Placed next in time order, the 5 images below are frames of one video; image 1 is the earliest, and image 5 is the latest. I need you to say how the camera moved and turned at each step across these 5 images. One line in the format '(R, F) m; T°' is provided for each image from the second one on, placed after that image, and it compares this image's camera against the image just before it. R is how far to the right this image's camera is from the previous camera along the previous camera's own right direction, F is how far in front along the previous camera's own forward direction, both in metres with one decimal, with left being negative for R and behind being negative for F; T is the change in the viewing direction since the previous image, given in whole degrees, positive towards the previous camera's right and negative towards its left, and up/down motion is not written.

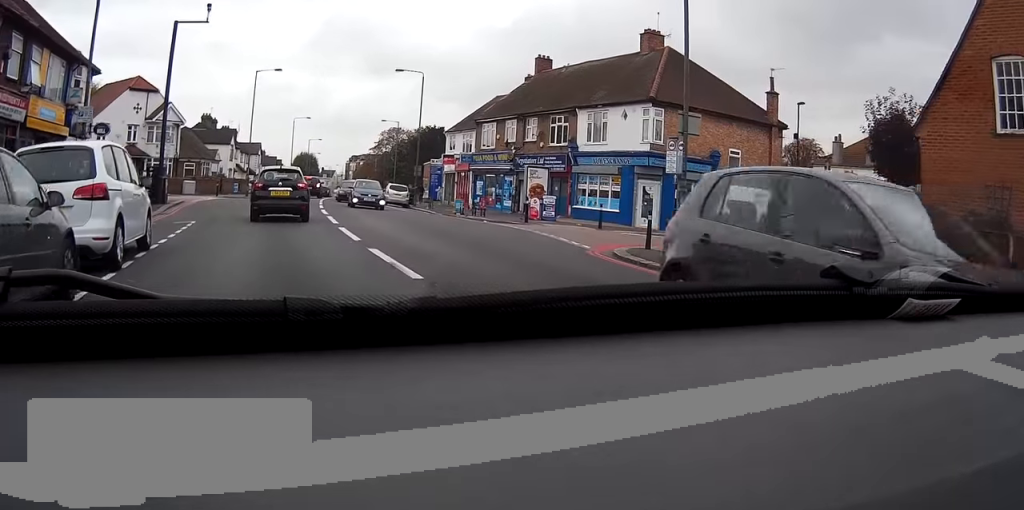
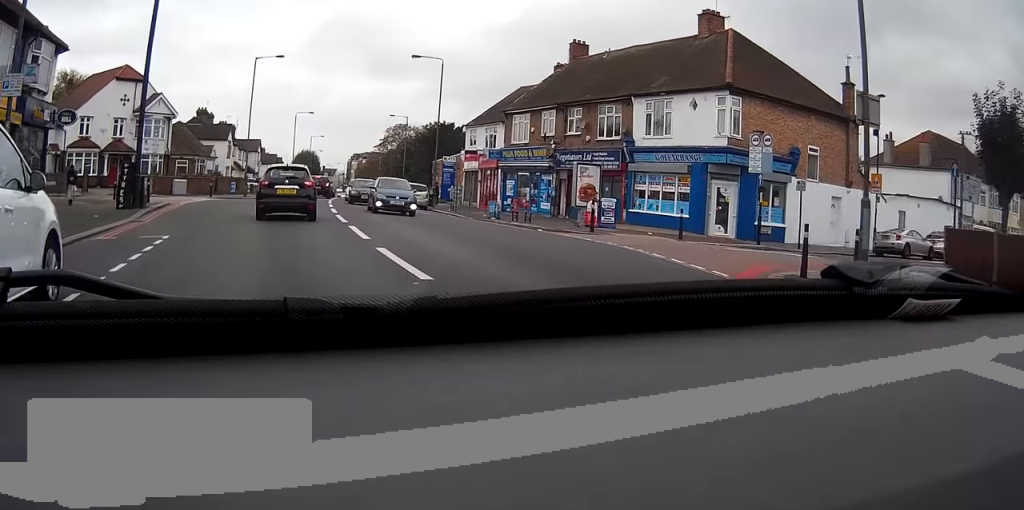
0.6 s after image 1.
(0.0, +6.3) m; +1°
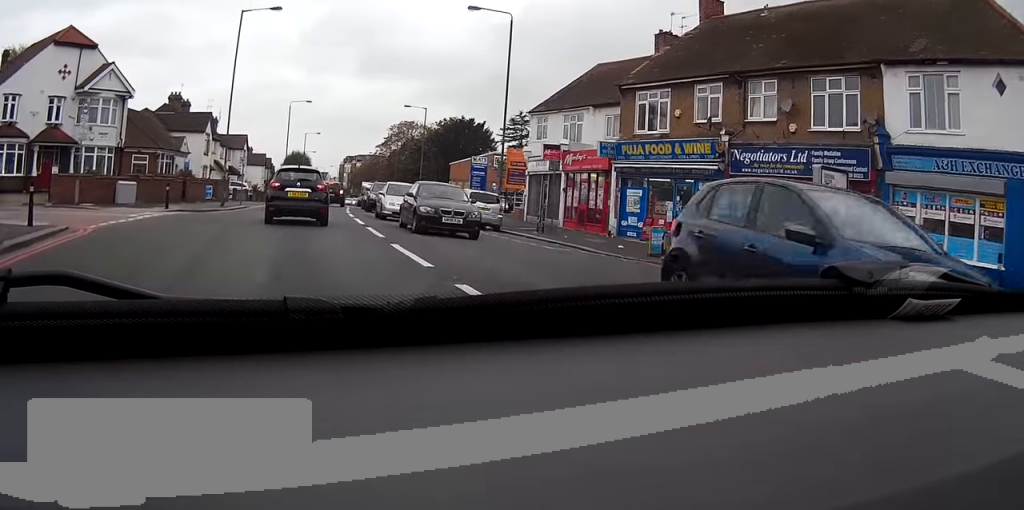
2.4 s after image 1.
(+0.1, +16.5) m; +1°
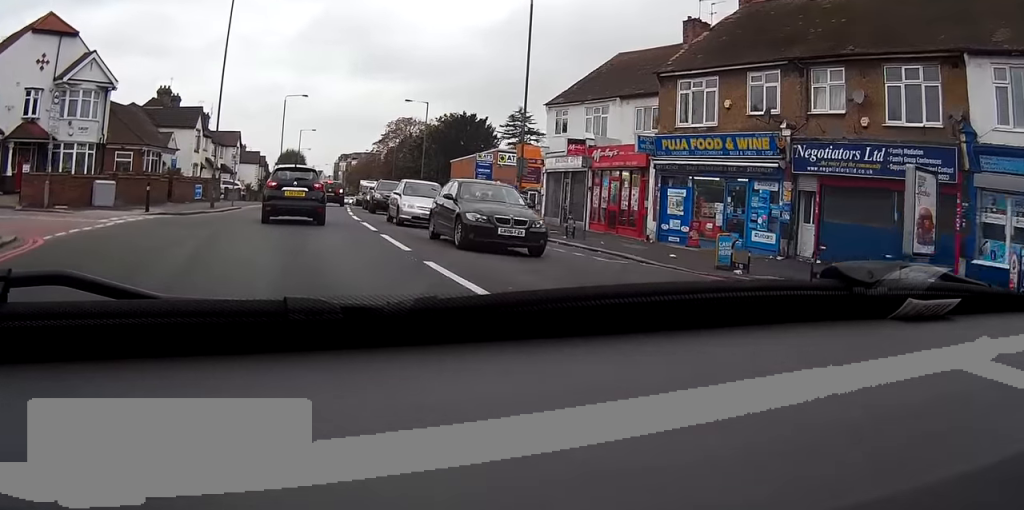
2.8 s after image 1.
(0.0, +3.6) m; 0°
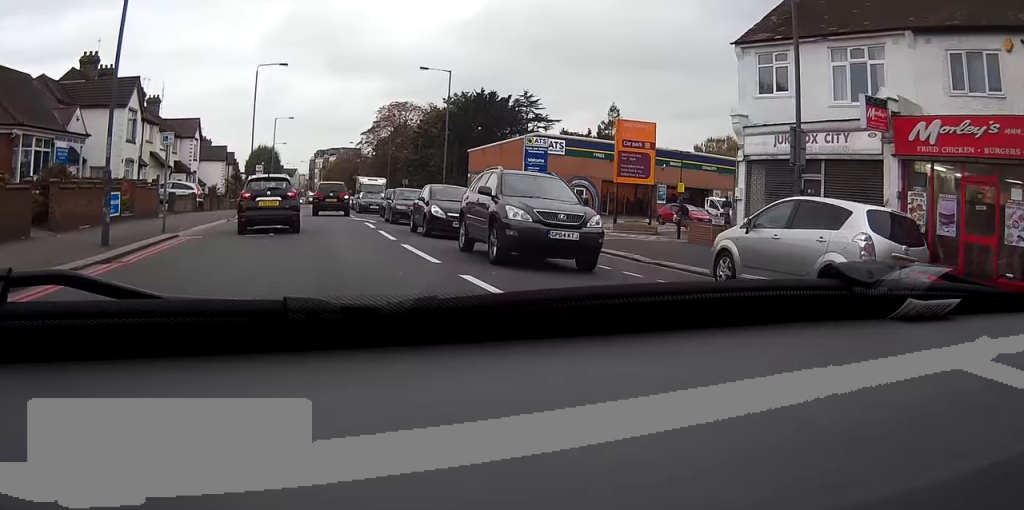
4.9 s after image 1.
(+0.7, +19.2) m; +4°
